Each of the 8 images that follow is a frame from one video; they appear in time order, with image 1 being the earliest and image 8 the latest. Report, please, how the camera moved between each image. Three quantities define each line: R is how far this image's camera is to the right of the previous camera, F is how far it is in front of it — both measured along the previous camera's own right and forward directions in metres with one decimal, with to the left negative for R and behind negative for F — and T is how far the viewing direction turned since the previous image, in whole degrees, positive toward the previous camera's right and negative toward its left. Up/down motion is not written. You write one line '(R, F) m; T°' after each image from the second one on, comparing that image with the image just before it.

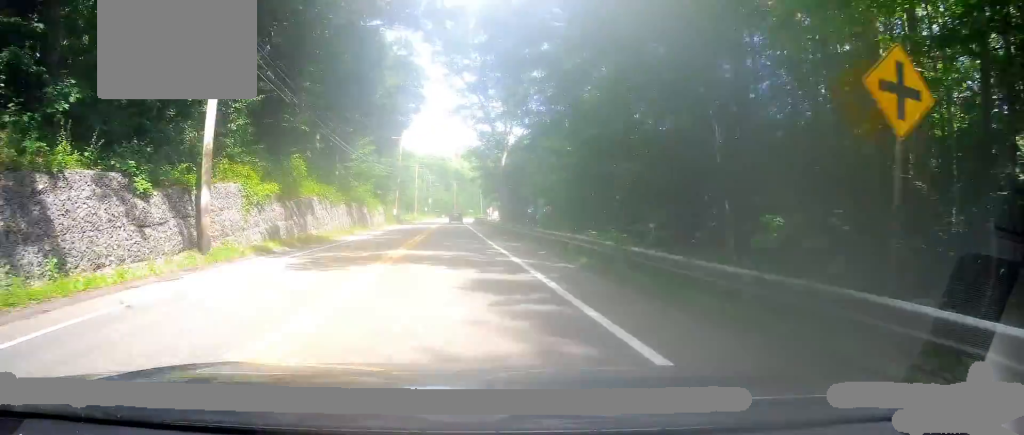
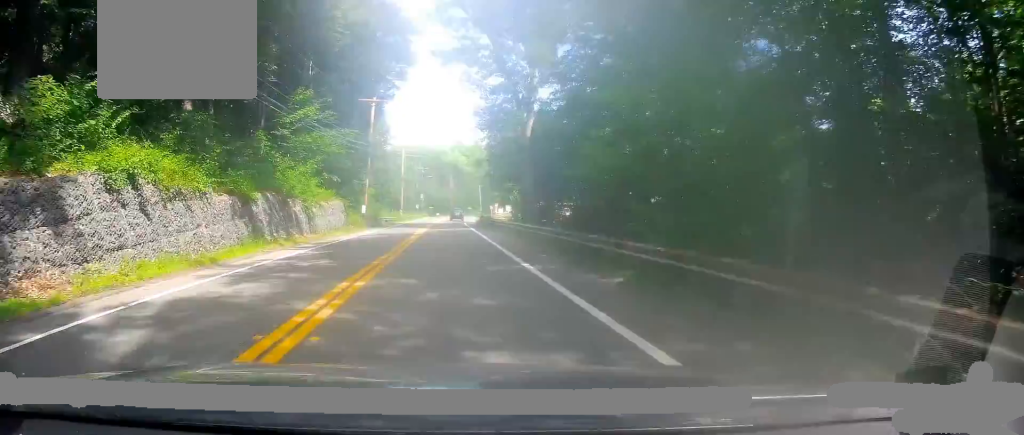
(-0.1, +22.5) m; -1°
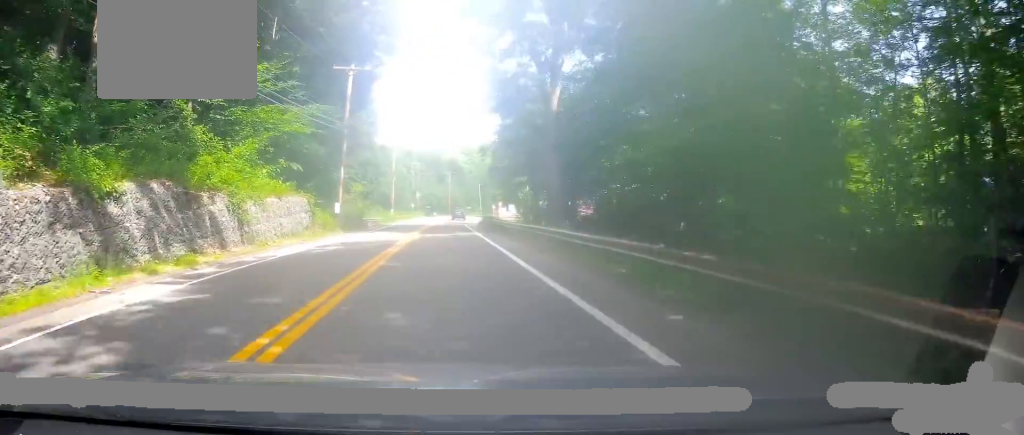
(-0.1, +10.3) m; -1°
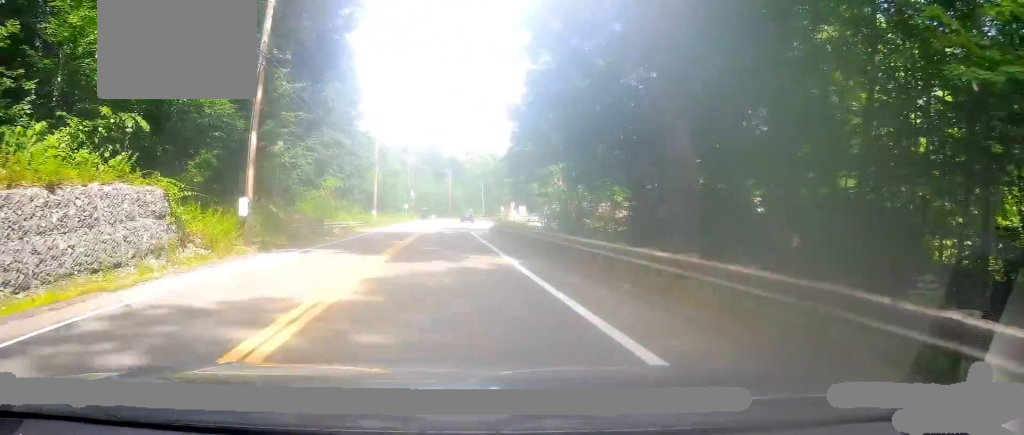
(-0.1, +16.8) m; 0°
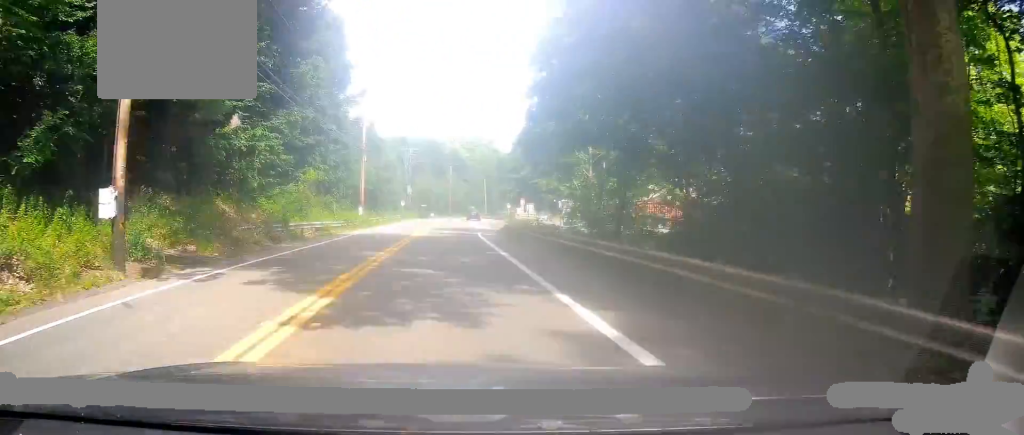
(0.0, +8.4) m; +1°
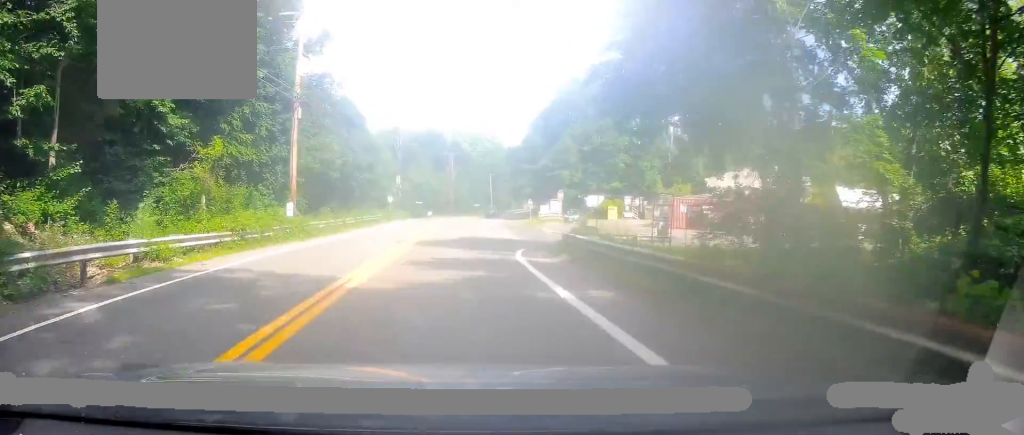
(+0.3, +20.1) m; +1°
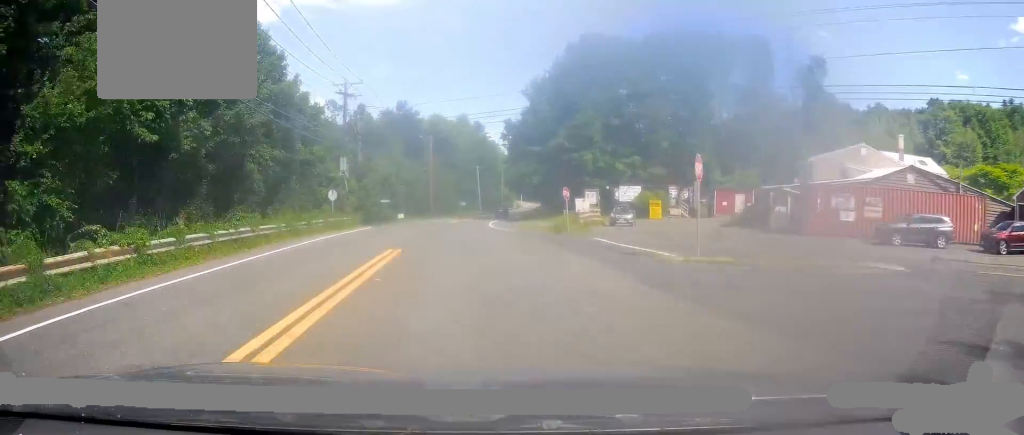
(-0.2, +24.9) m; +1°
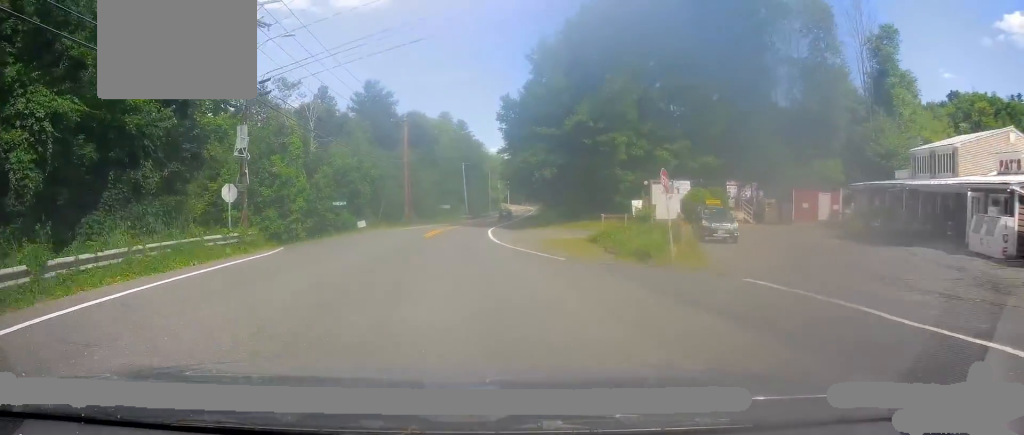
(+0.7, +19.2) m; +3°
